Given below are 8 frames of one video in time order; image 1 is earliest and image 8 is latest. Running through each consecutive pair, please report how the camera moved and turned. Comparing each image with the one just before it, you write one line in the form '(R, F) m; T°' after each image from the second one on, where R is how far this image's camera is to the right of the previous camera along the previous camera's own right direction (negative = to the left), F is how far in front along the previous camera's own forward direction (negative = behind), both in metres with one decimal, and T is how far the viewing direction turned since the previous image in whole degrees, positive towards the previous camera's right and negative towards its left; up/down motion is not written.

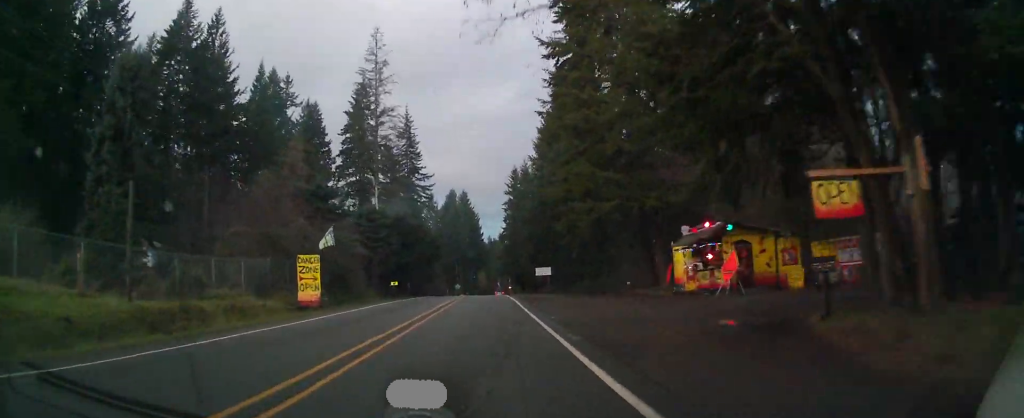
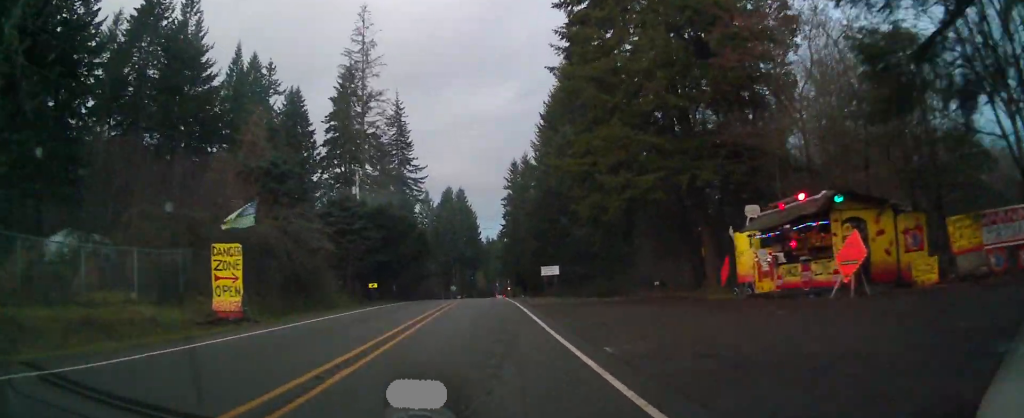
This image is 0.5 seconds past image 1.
(0.0, +9.5) m; 0°
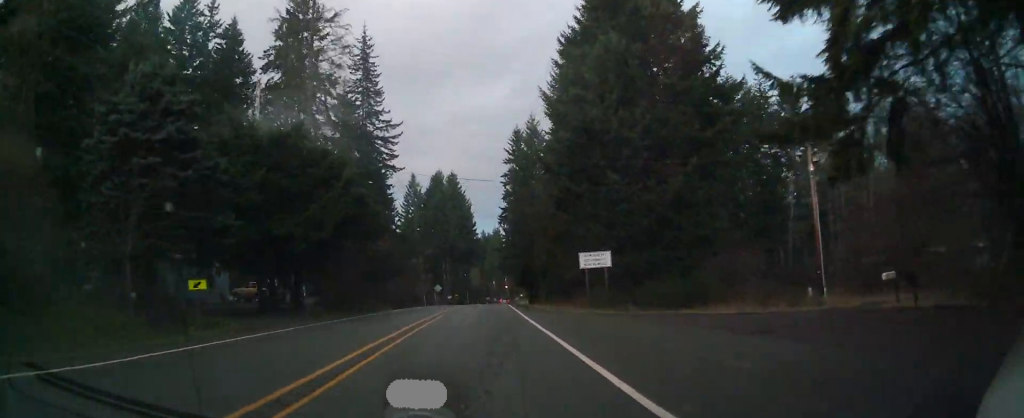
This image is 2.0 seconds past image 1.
(0.0, +28.0) m; 0°
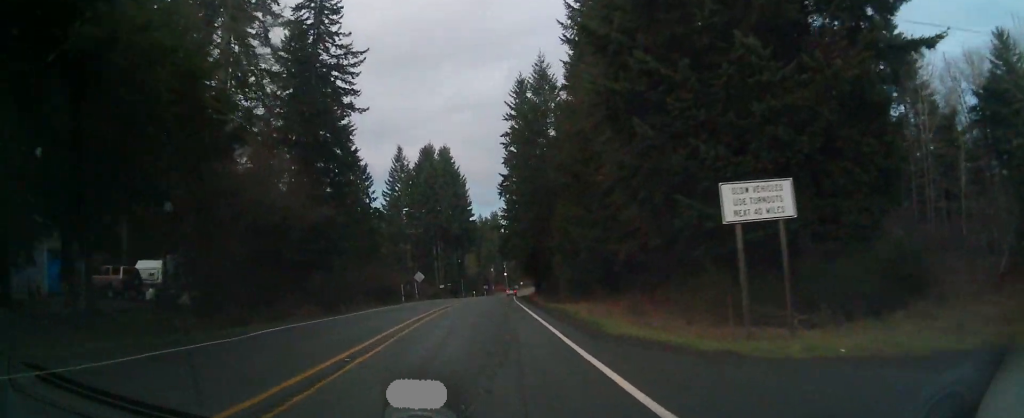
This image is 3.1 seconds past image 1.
(0.0, +22.1) m; 0°
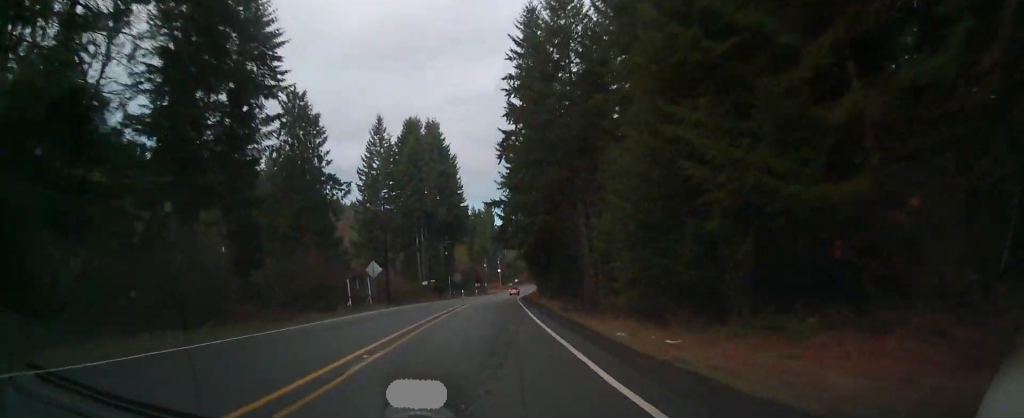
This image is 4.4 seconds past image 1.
(0.0, +23.9) m; 0°
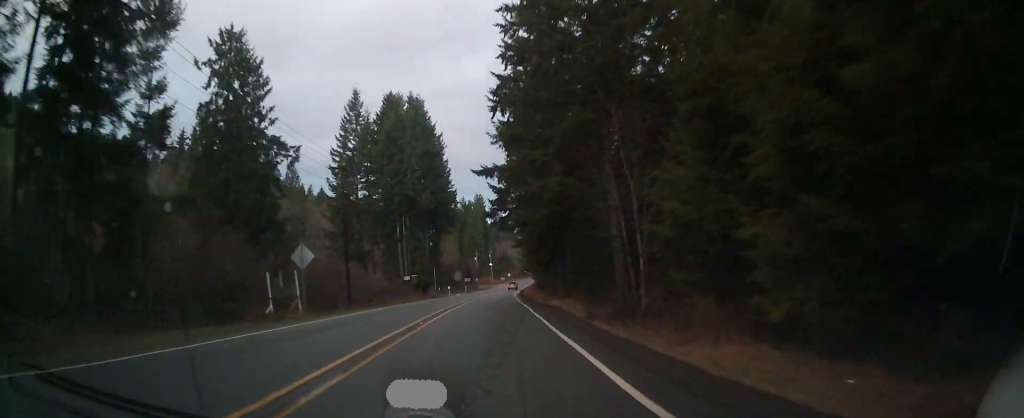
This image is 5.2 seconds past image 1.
(0.0, +15.0) m; 0°
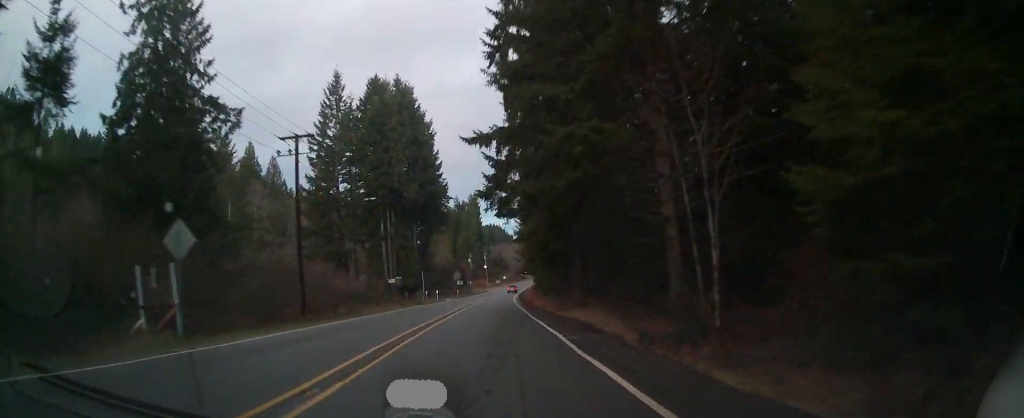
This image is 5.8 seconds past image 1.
(0.0, +11.2) m; 0°
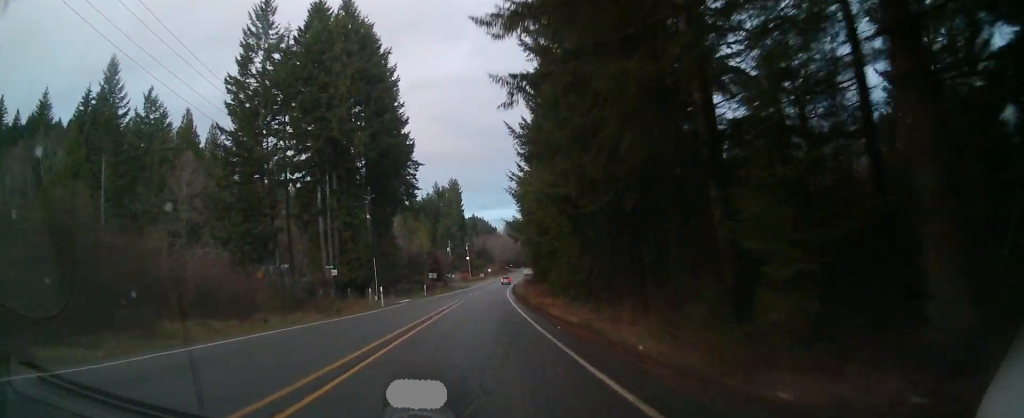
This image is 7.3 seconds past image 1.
(0.0, +28.1) m; 0°
